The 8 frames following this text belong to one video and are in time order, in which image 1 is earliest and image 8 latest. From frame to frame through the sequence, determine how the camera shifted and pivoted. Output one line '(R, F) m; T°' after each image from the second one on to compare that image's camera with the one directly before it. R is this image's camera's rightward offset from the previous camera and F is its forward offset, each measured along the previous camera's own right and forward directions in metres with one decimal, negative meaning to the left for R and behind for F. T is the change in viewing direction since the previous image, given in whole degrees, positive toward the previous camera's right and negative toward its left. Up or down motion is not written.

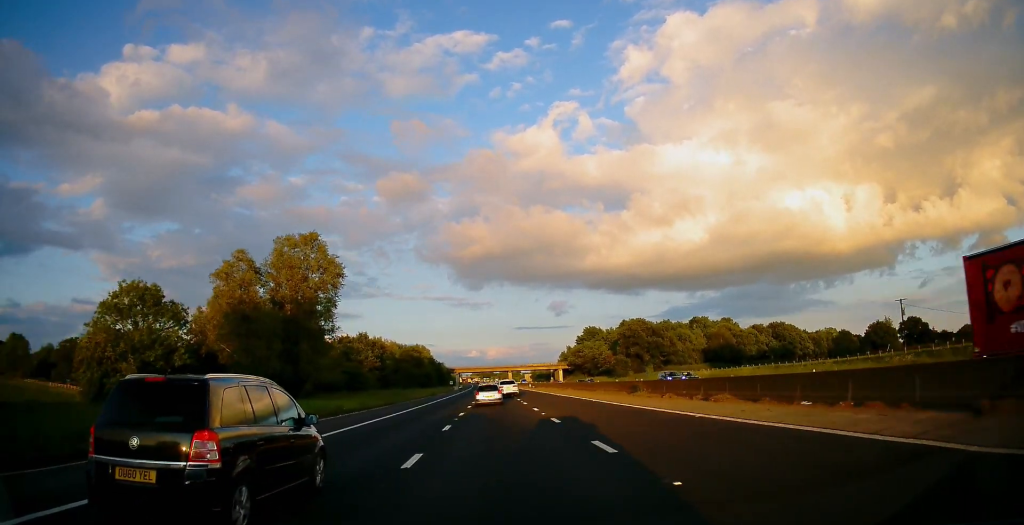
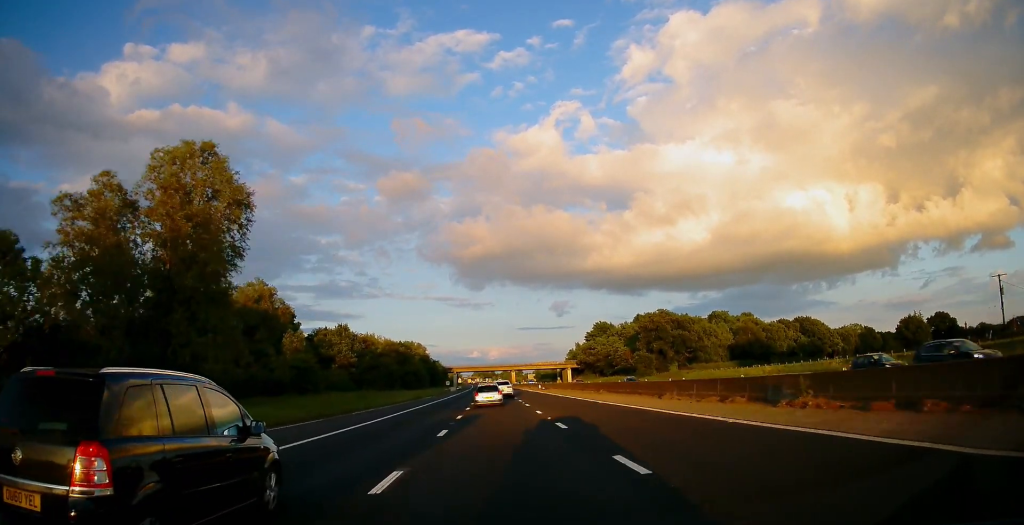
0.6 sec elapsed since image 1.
(0.0, +19.9) m; 0°
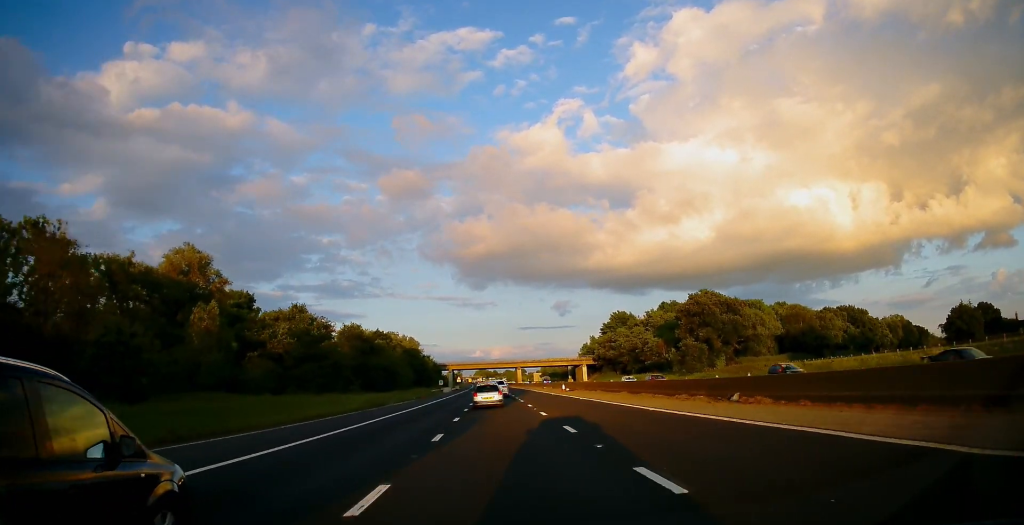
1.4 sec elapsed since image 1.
(0.0, +28.7) m; -1°
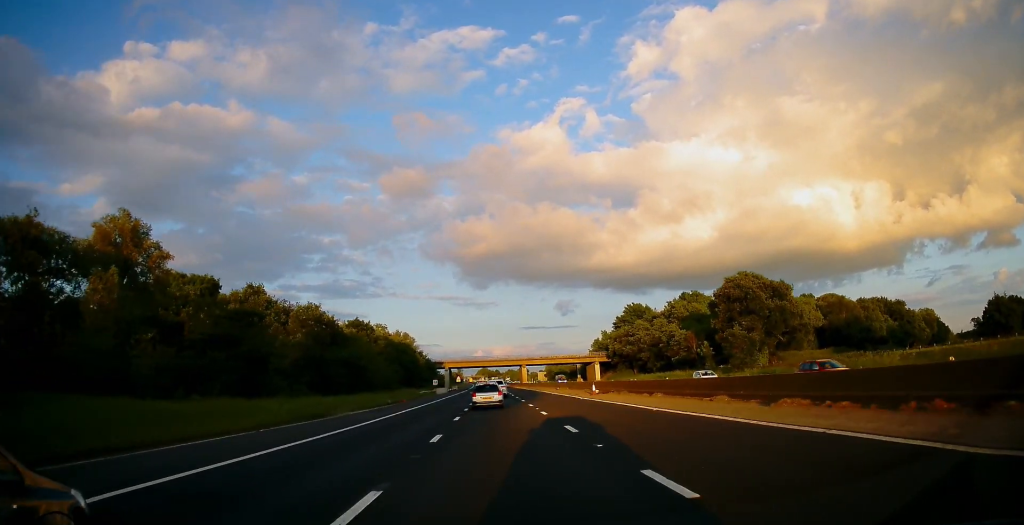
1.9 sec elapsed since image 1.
(-0.3, +17.5) m; 0°
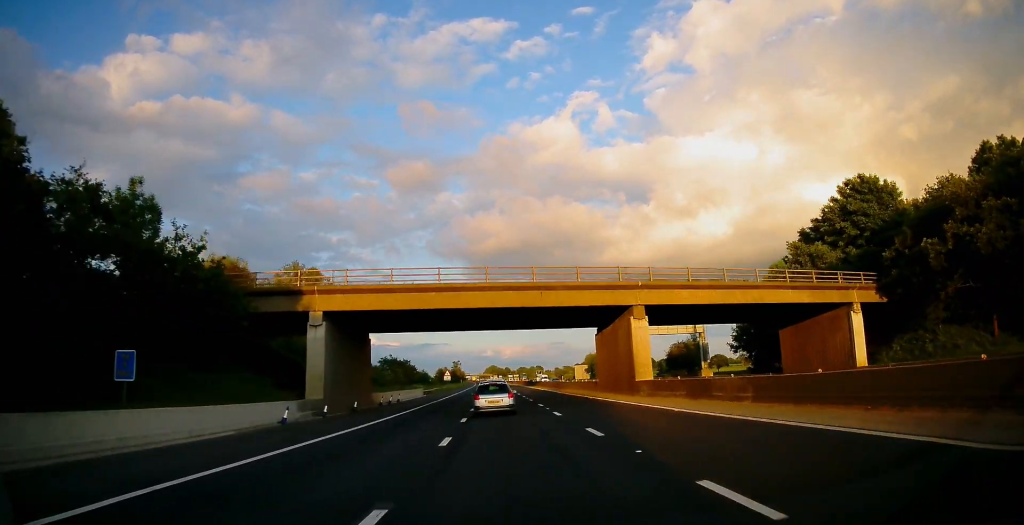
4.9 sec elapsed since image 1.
(-0.4, +106.7) m; -1°
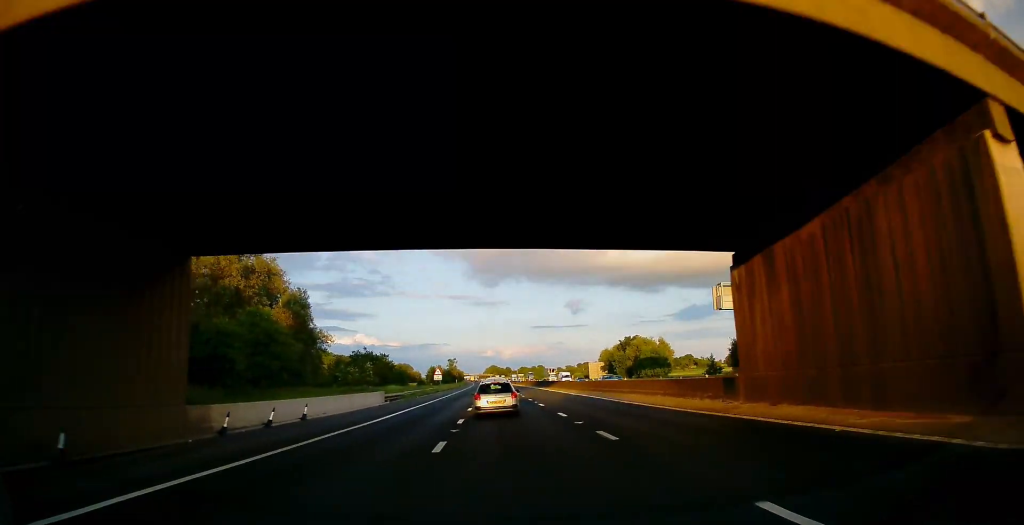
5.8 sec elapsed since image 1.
(0.0, +28.2) m; 0°
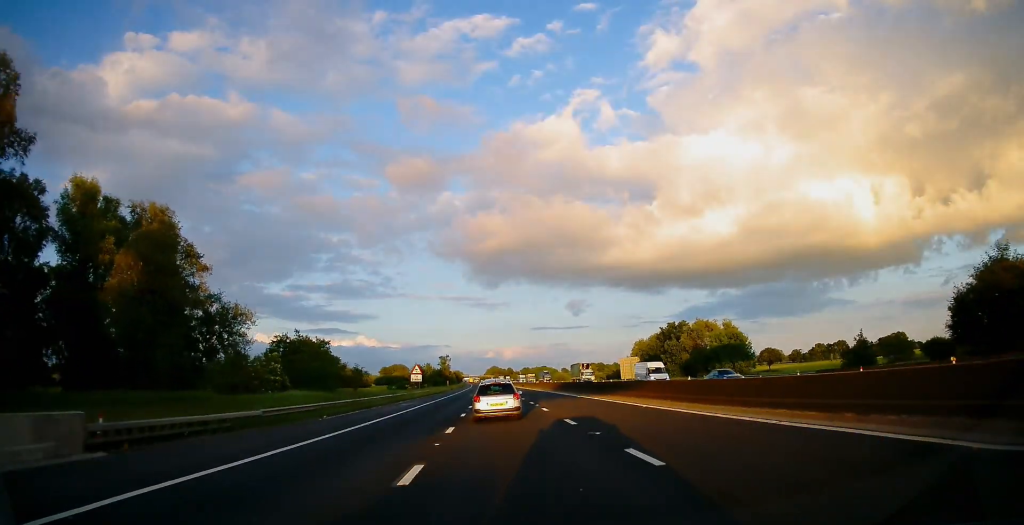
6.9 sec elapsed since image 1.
(-0.3, +38.8) m; 0°
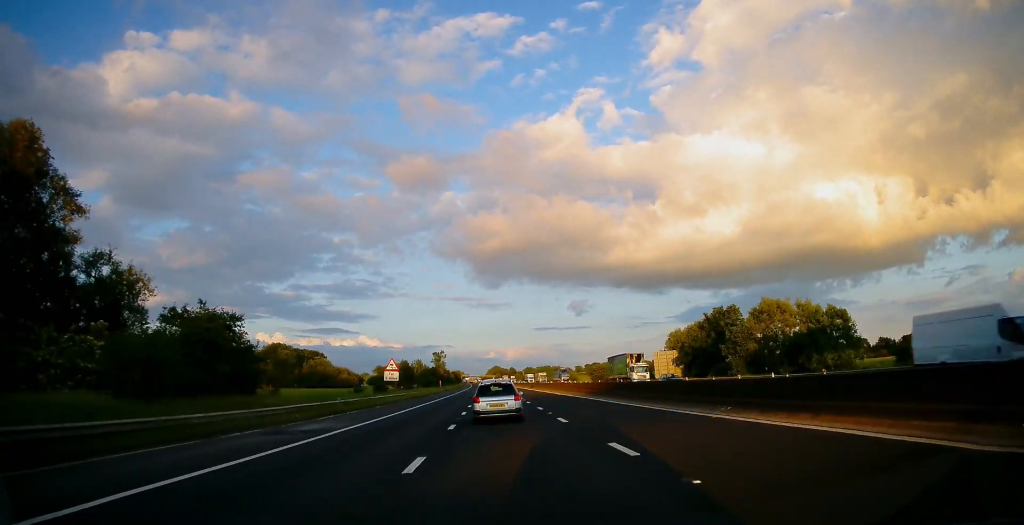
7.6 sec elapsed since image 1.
(-0.1, +24.4) m; 0°
